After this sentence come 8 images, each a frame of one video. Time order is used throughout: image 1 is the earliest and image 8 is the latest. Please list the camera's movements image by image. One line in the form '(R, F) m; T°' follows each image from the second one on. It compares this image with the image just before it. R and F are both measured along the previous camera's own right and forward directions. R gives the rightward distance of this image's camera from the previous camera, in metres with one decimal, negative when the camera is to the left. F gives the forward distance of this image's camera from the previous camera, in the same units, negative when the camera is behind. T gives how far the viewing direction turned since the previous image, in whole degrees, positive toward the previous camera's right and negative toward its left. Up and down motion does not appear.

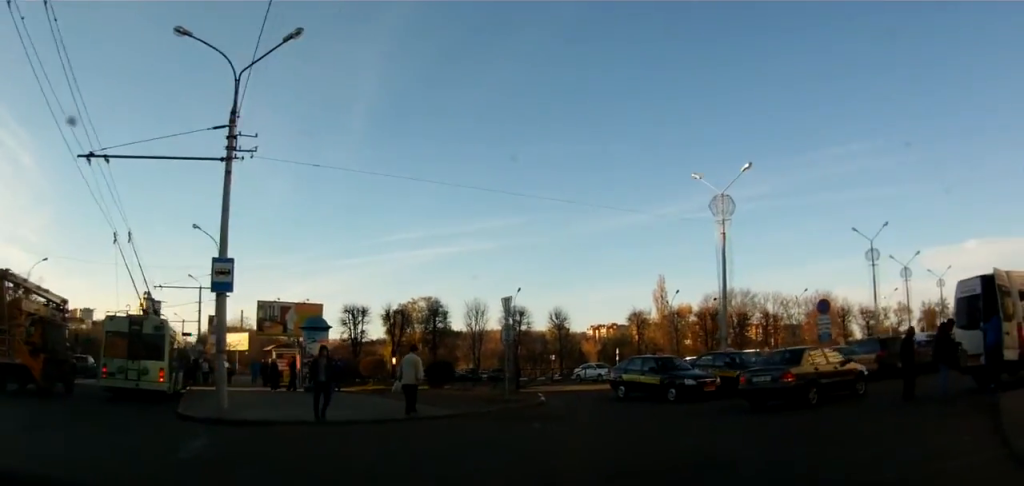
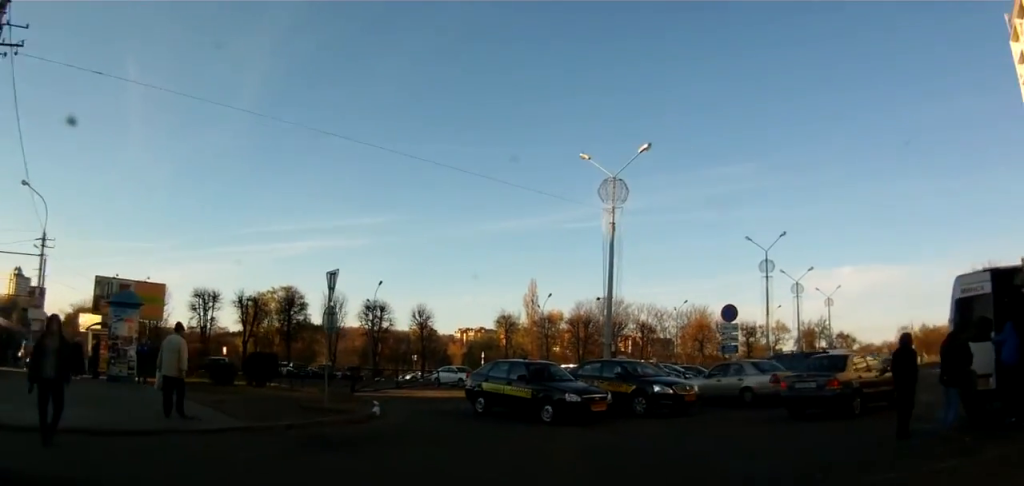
(+0.8, +4.6) m; +15°
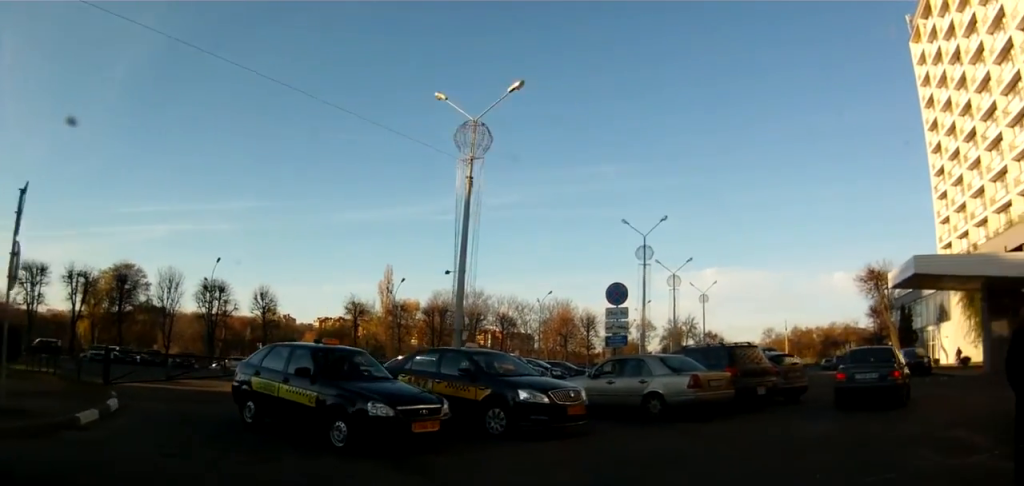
(+0.9, +6.0) m; +16°
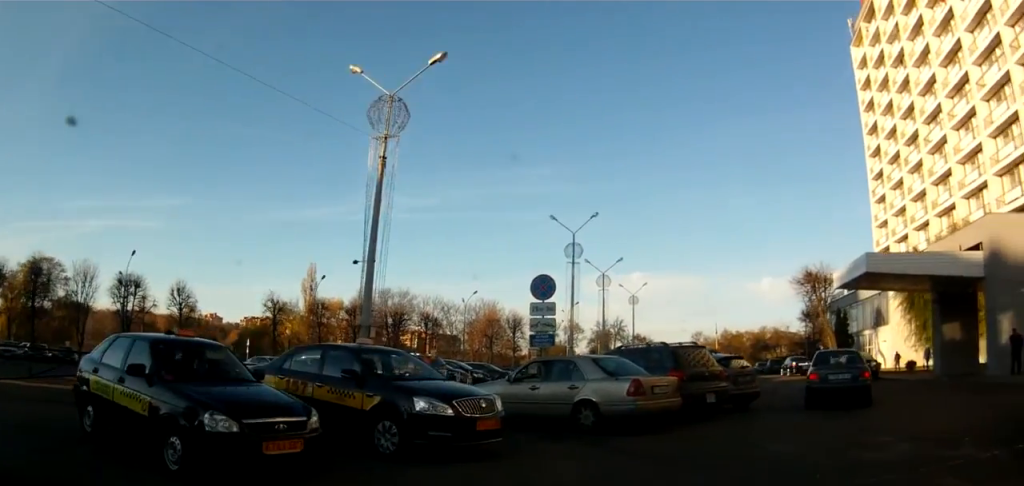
(+0.1, +2.4) m; +5°
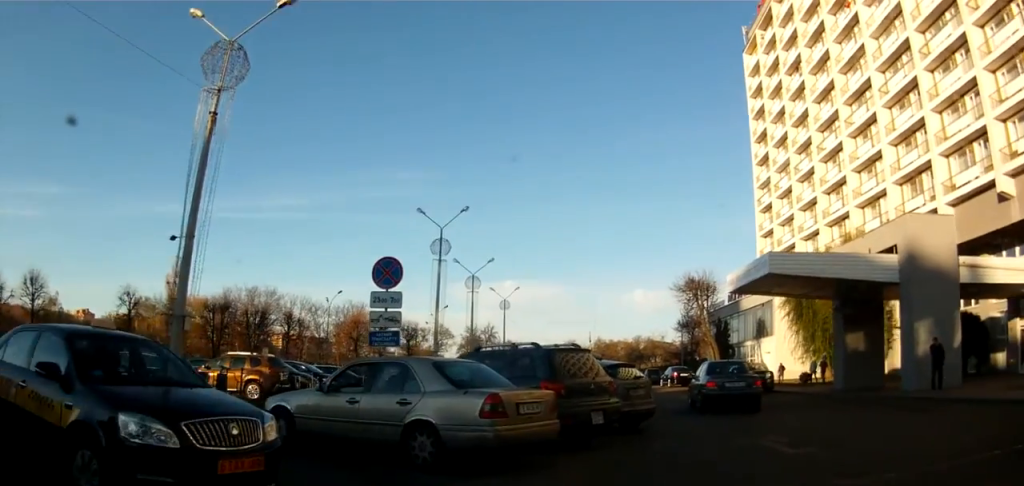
(+0.2, +3.5) m; +8°
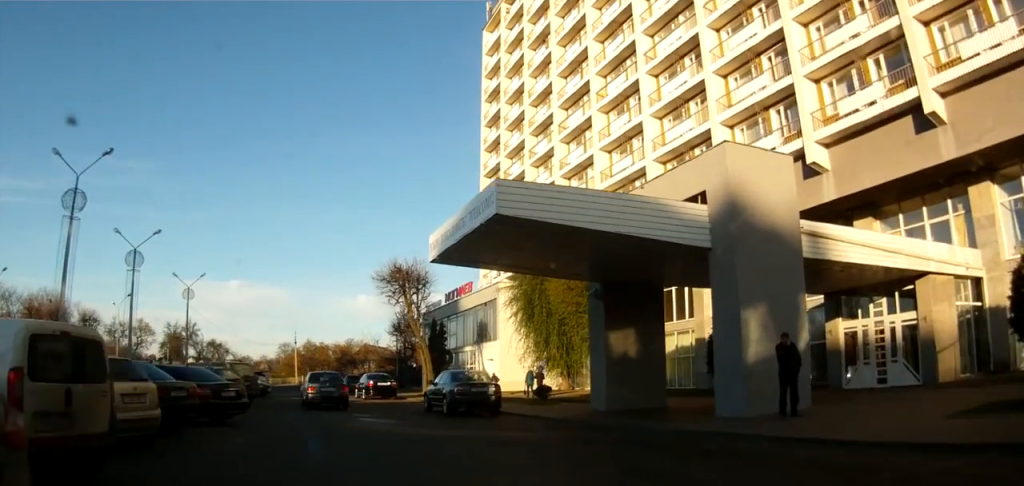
(+2.8, +11.5) m; +18°
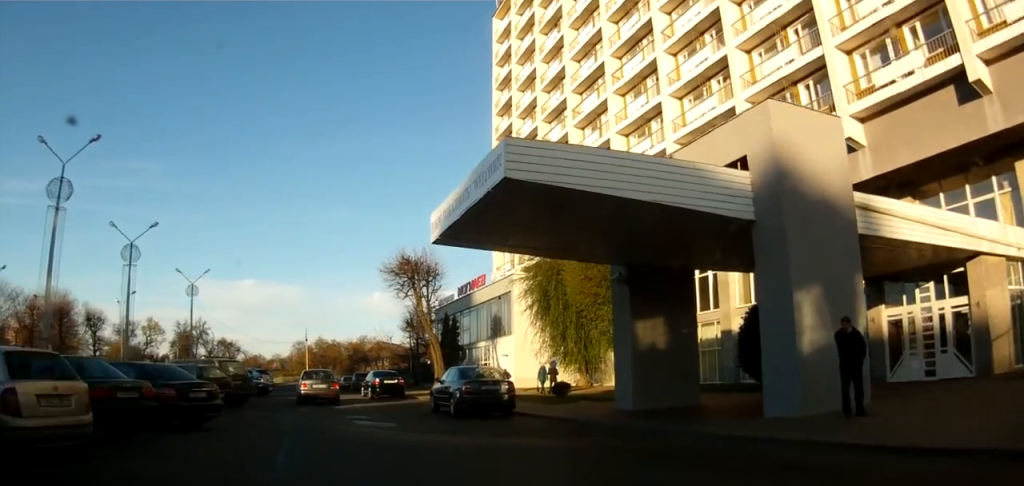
(-0.1, +2.4) m; -1°
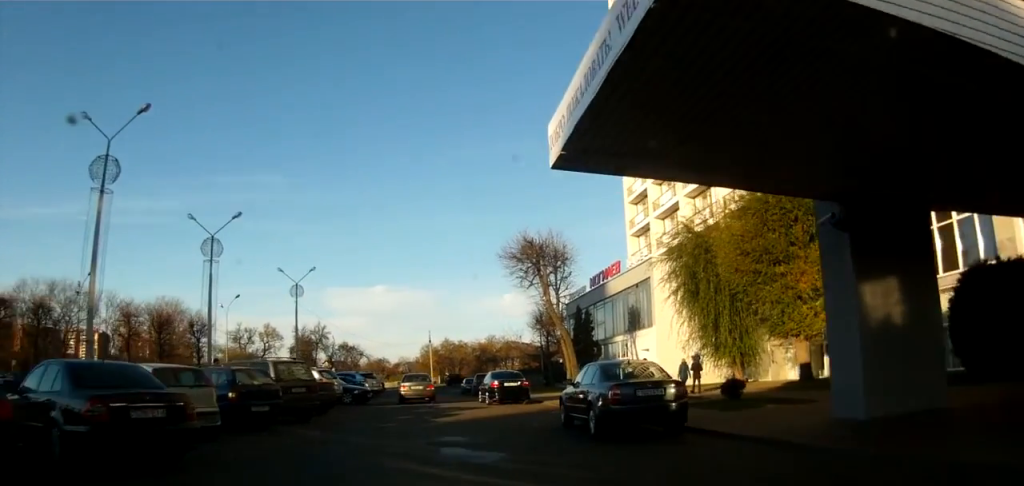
(-0.3, +6.5) m; -5°
